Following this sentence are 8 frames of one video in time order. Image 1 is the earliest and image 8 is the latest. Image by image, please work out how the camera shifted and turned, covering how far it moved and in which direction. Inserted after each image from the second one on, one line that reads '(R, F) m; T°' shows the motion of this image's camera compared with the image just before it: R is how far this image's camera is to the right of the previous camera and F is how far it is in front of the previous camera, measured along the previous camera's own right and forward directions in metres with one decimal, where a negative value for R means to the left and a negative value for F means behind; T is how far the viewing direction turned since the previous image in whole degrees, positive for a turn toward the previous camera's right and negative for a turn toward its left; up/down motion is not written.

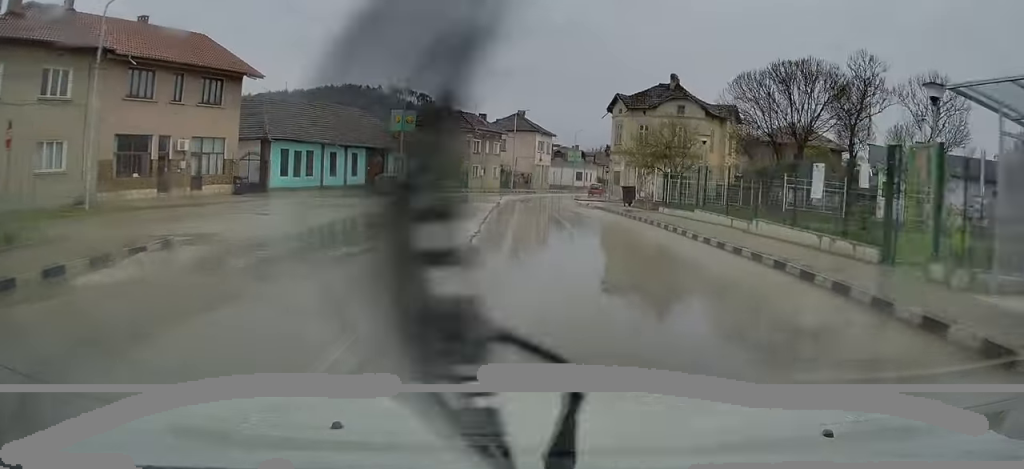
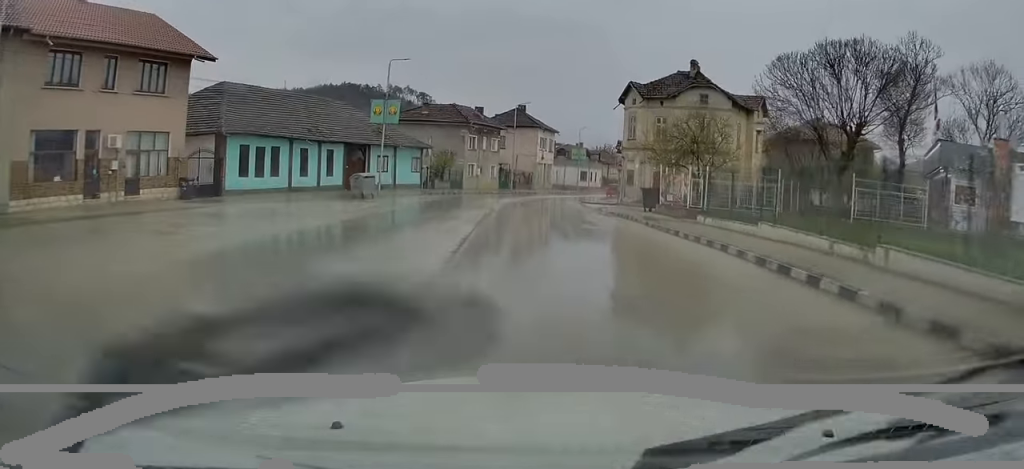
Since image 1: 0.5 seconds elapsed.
(-0.1, +6.4) m; -1°
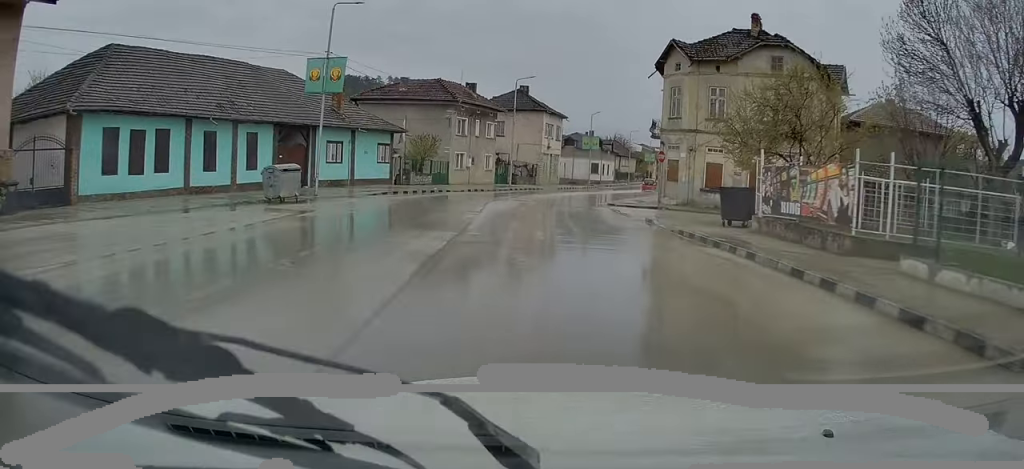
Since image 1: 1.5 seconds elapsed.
(-0.1, +12.7) m; +1°
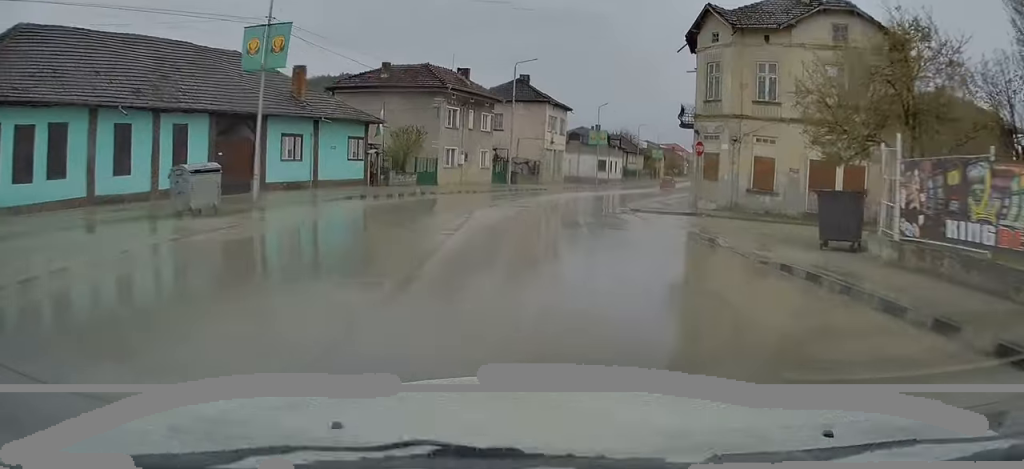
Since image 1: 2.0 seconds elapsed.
(+0.1, +6.8) m; +1°
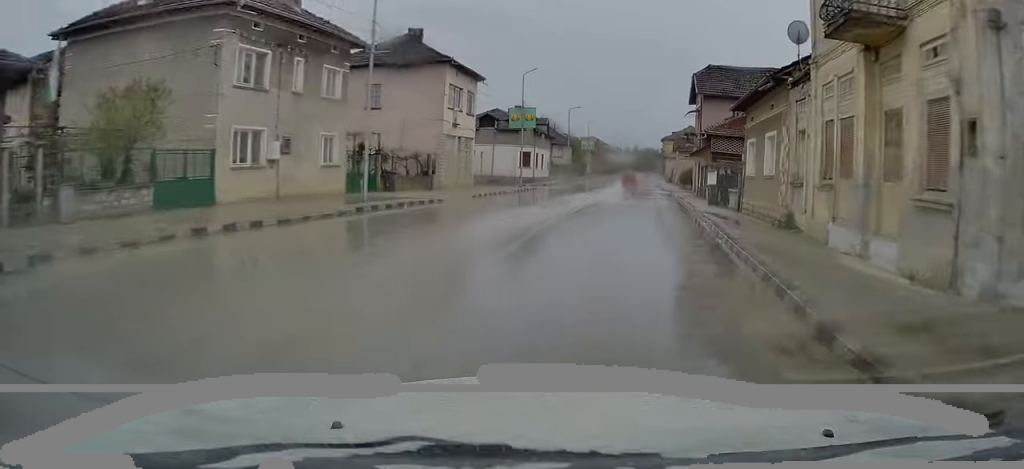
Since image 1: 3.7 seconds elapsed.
(+0.7, +21.8) m; +6°
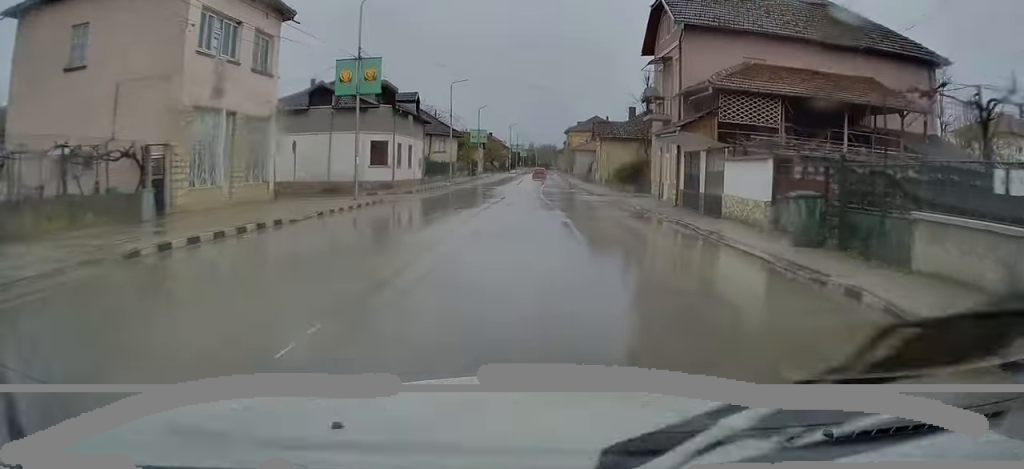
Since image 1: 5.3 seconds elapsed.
(+1.9, +21.3) m; +8°
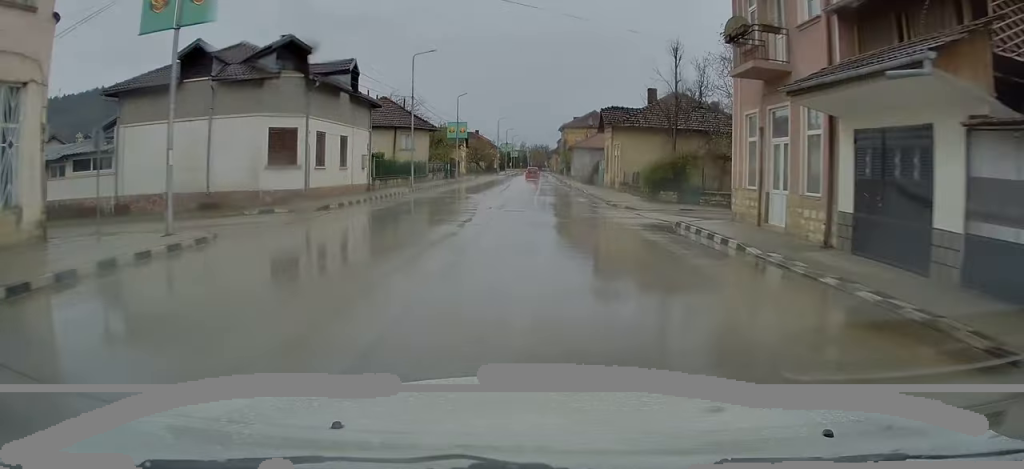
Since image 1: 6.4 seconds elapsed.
(+0.5, +14.2) m; +2°
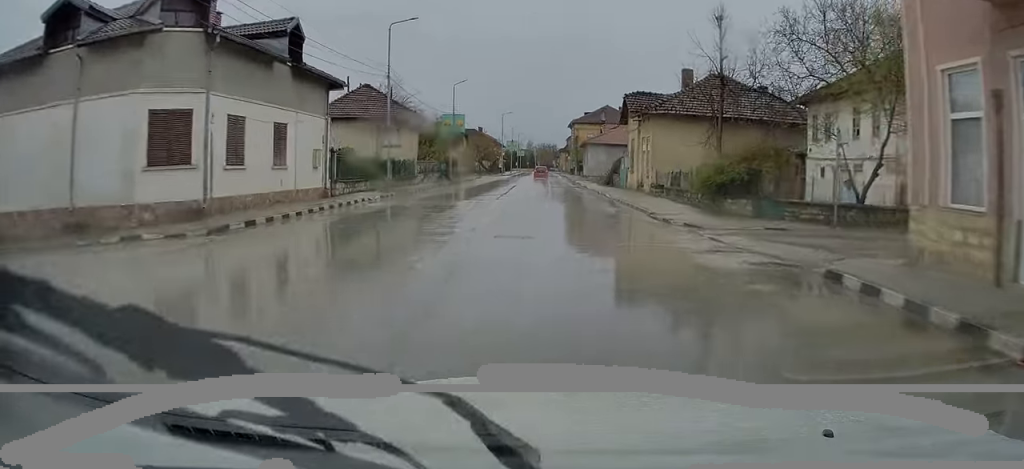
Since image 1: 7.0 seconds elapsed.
(0.0, +8.8) m; 0°
